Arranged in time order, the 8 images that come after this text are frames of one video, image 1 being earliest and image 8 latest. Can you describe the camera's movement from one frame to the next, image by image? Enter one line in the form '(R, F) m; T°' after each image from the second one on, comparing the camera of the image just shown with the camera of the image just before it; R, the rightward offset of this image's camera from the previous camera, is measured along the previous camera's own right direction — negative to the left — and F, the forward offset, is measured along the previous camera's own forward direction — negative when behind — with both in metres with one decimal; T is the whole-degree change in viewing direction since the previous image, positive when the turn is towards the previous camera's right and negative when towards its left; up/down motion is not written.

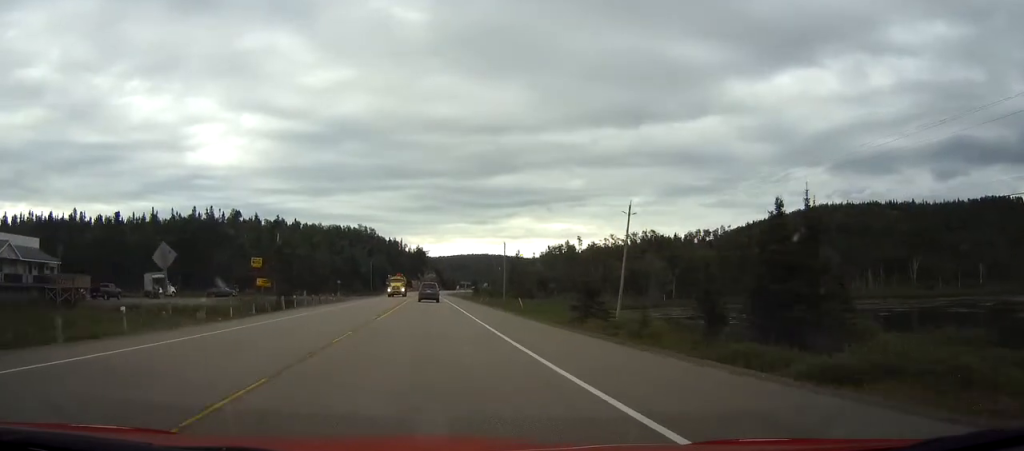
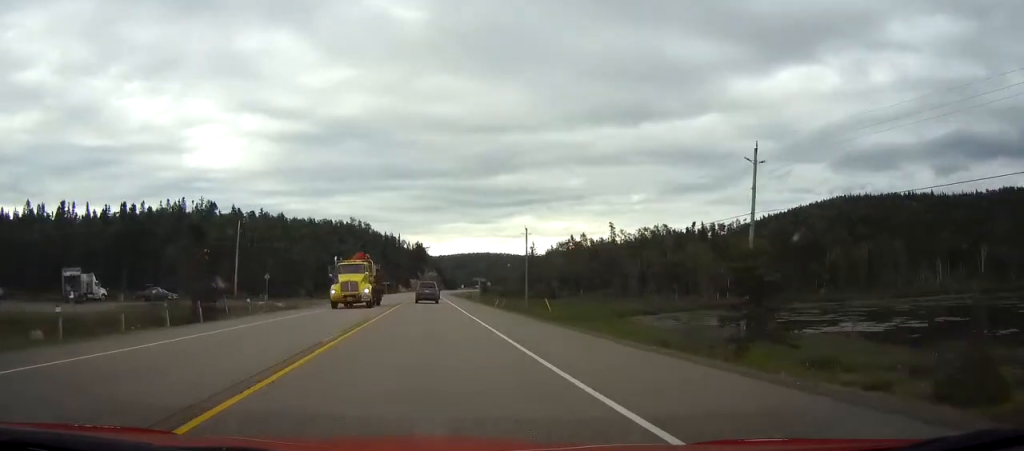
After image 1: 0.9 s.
(0.0, +26.2) m; 0°
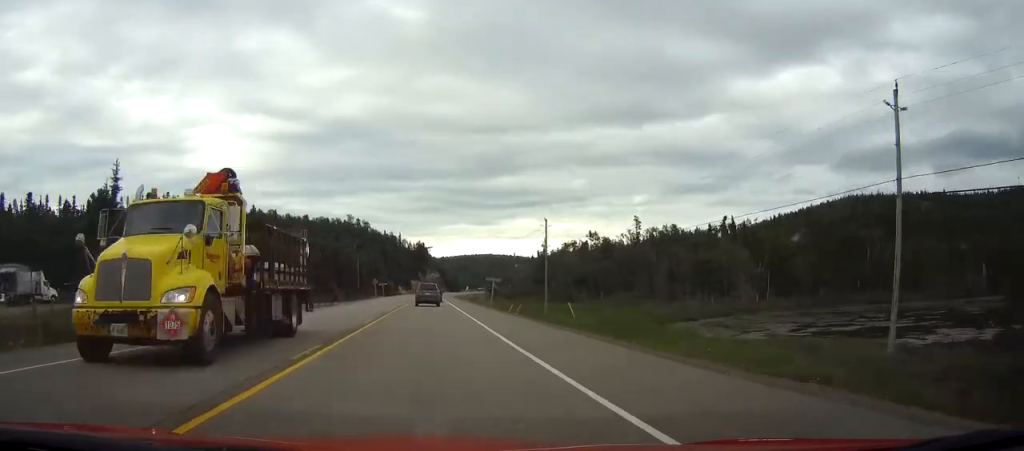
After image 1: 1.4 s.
(0.0, +13.8) m; 0°
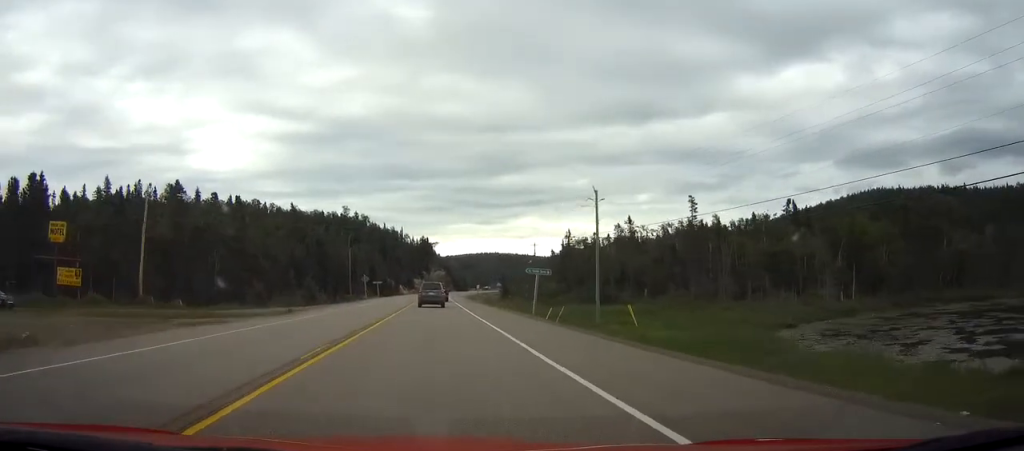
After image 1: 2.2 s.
(0.0, +21.9) m; 0°
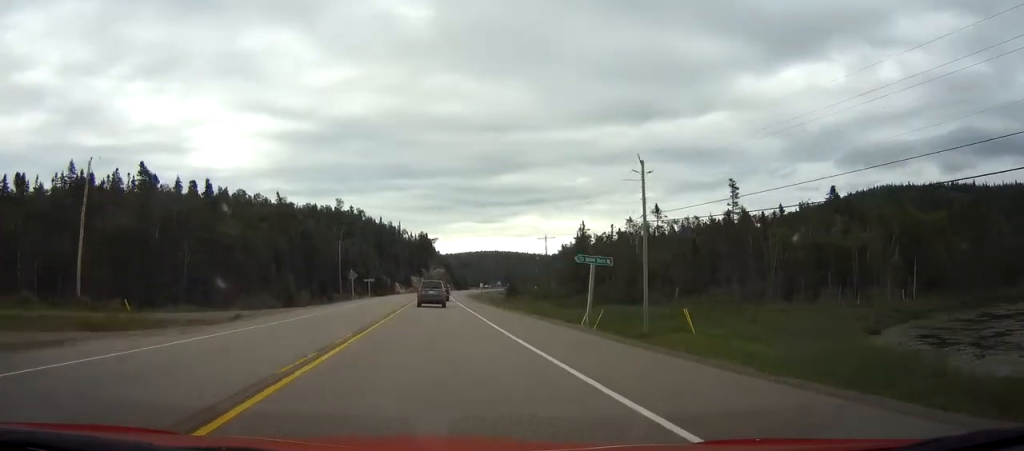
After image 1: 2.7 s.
(0.0, +12.6) m; 0°
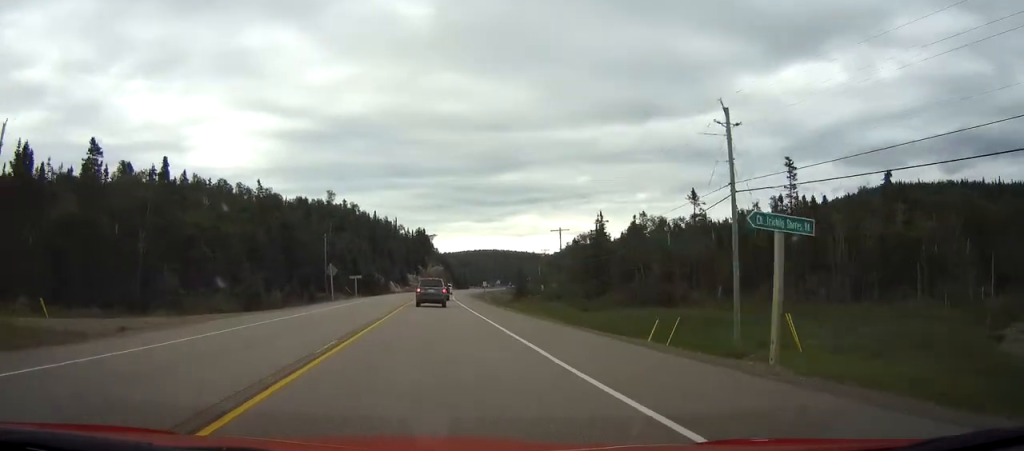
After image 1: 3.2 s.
(0.0, +13.3) m; 0°
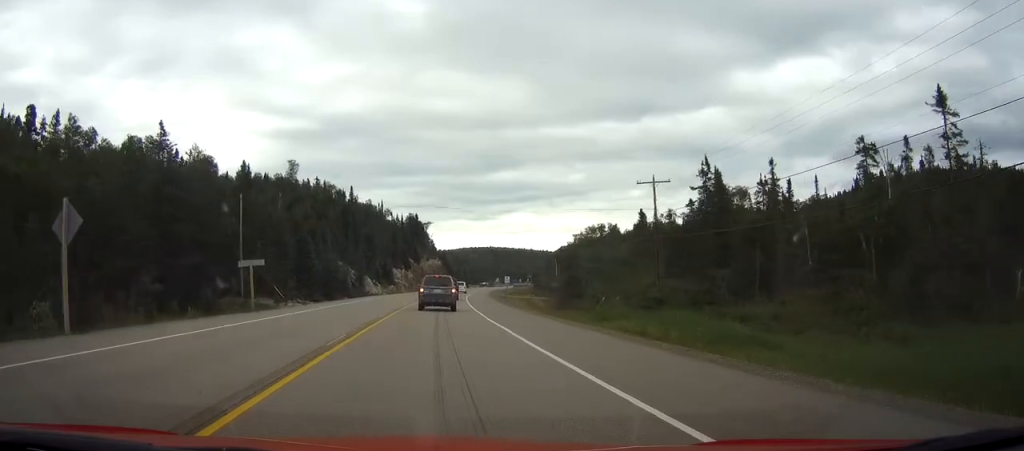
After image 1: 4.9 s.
(0.0, +43.7) m; 0°
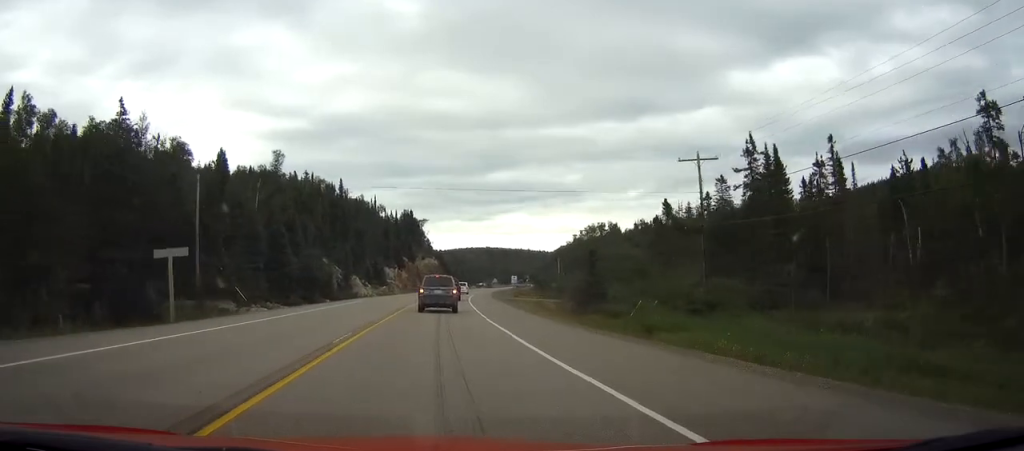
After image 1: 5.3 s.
(0.0, +11.1) m; 0°
